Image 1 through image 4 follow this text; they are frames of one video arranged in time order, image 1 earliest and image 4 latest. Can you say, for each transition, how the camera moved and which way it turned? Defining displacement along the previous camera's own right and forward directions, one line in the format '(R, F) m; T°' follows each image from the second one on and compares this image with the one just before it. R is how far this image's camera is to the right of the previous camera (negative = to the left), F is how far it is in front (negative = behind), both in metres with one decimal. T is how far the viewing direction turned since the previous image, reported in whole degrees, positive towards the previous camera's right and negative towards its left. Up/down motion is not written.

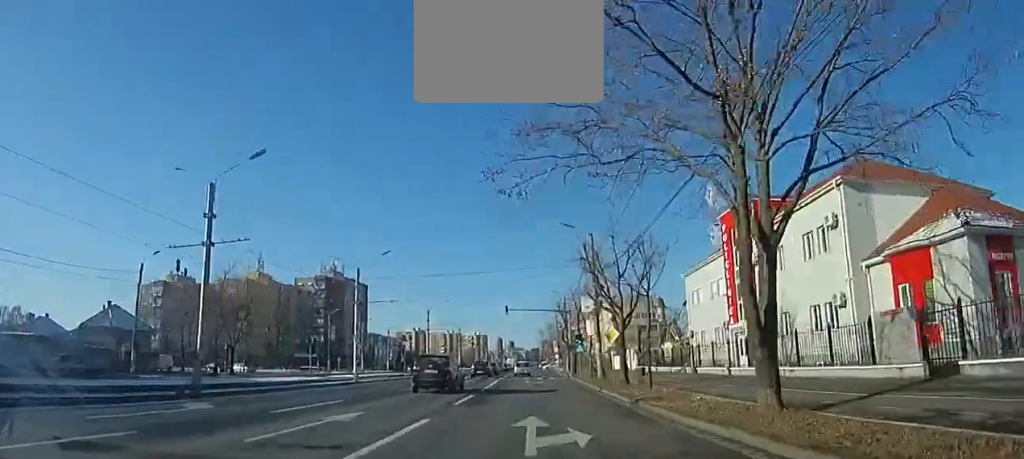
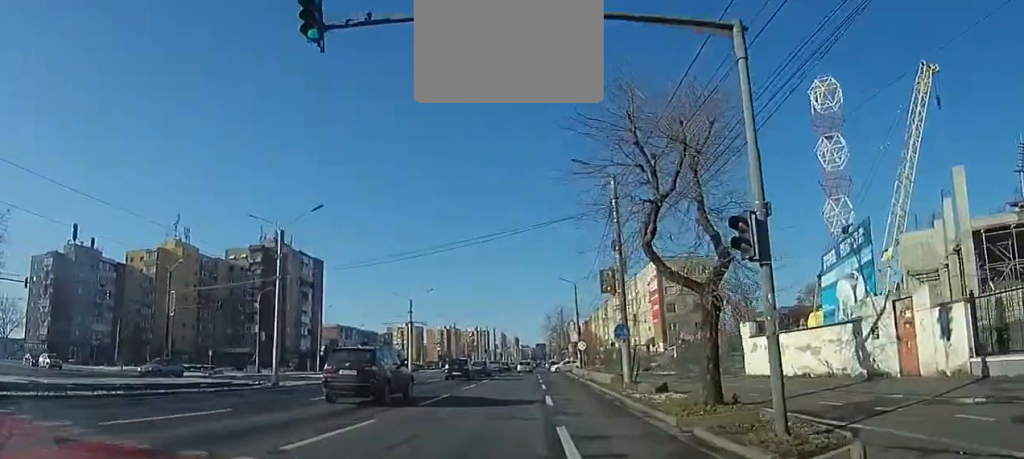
(+1.2, +37.3) m; 0°
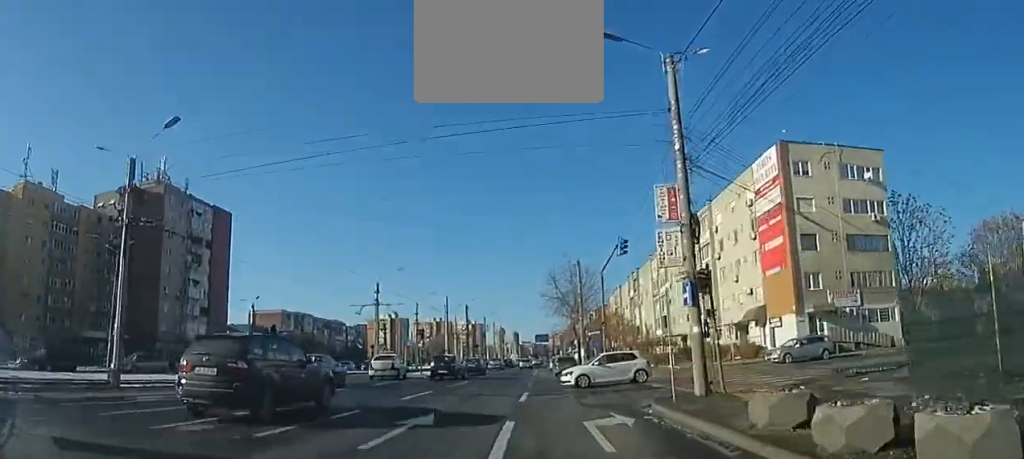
(-1.7, +38.5) m; -2°
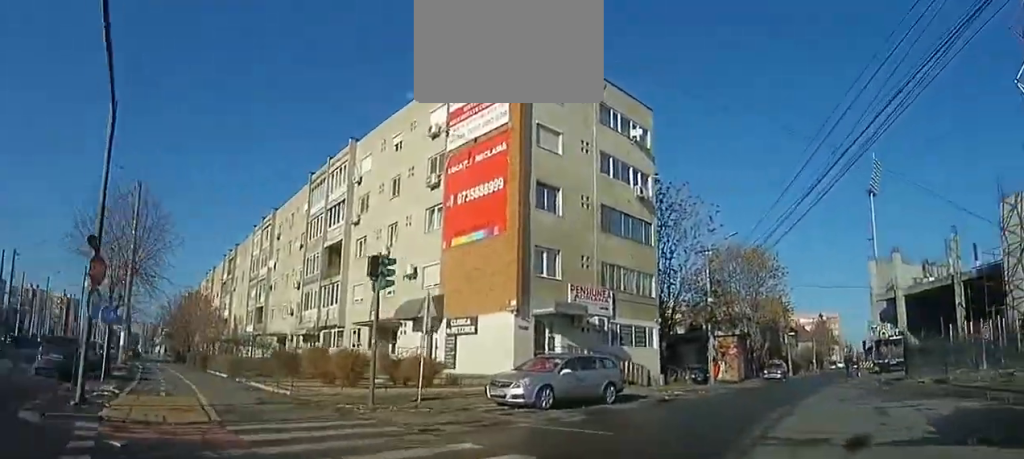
(+3.8, +23.1) m; +40°
